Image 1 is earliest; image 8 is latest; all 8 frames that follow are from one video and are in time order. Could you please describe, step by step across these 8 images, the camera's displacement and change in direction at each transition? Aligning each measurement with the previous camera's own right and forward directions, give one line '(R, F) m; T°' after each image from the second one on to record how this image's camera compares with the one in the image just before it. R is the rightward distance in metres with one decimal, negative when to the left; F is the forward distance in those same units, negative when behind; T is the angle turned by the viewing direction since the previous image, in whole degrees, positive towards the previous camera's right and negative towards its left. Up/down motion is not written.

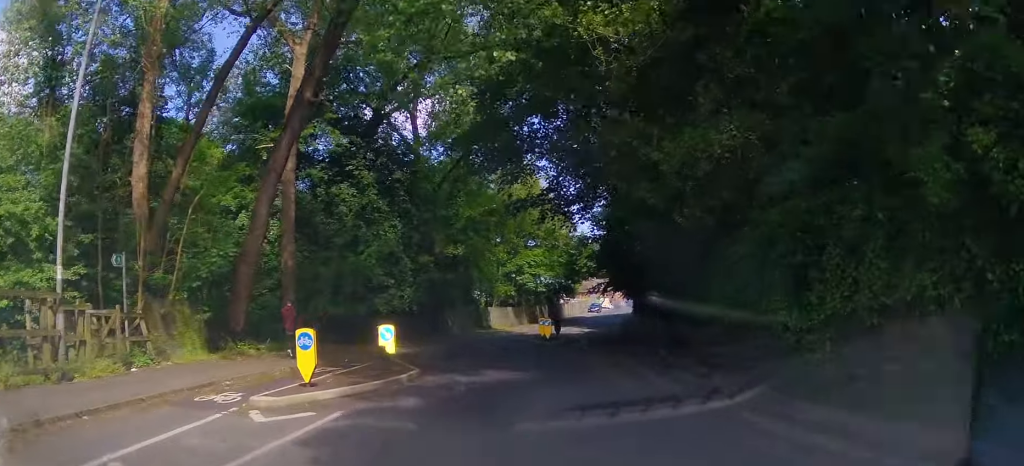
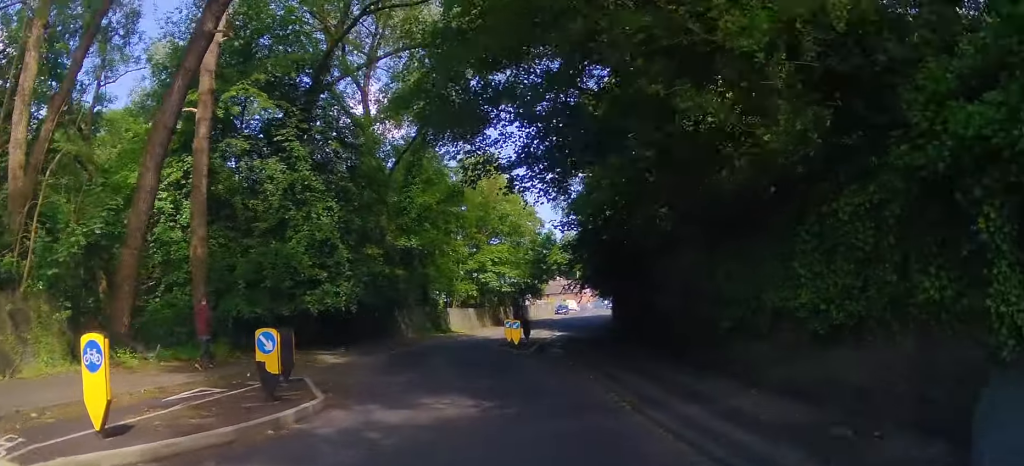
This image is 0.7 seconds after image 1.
(+0.3, +4.4) m; +4°
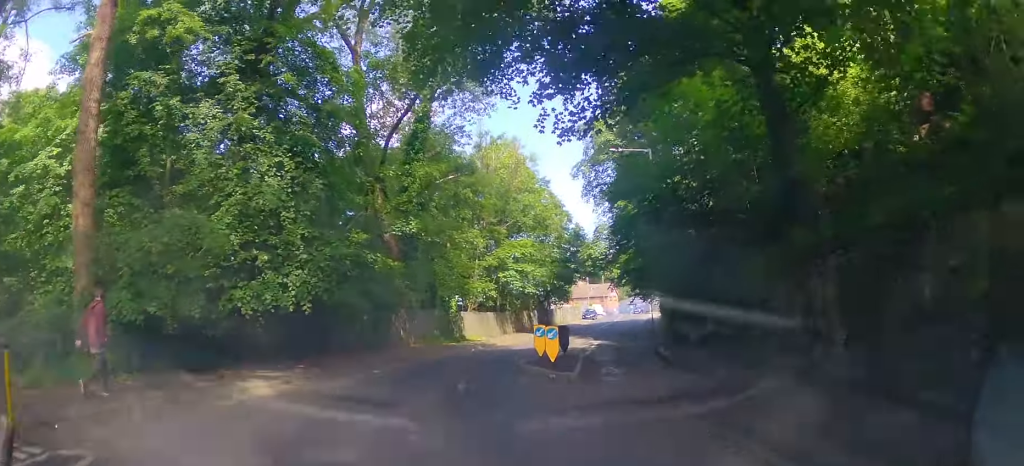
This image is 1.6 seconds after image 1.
(+0.1, +6.7) m; -3°
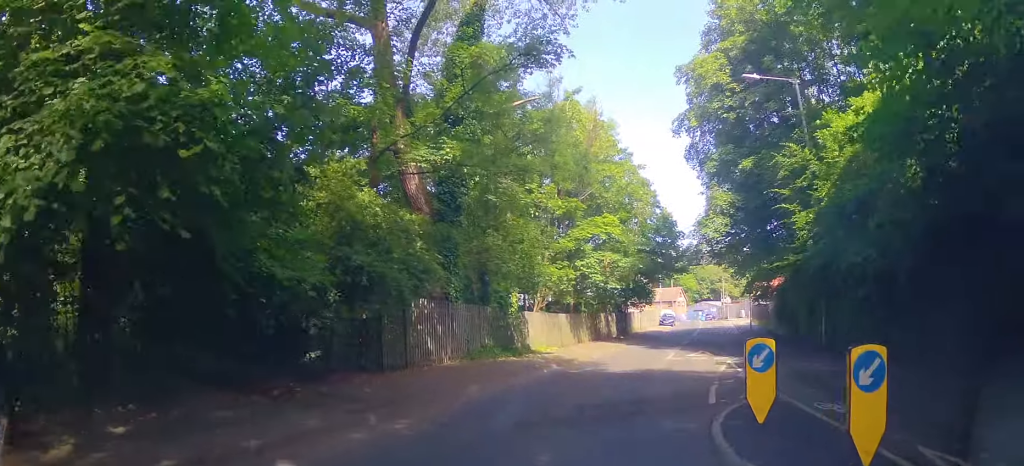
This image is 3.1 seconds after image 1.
(-0.7, +10.0) m; -1°
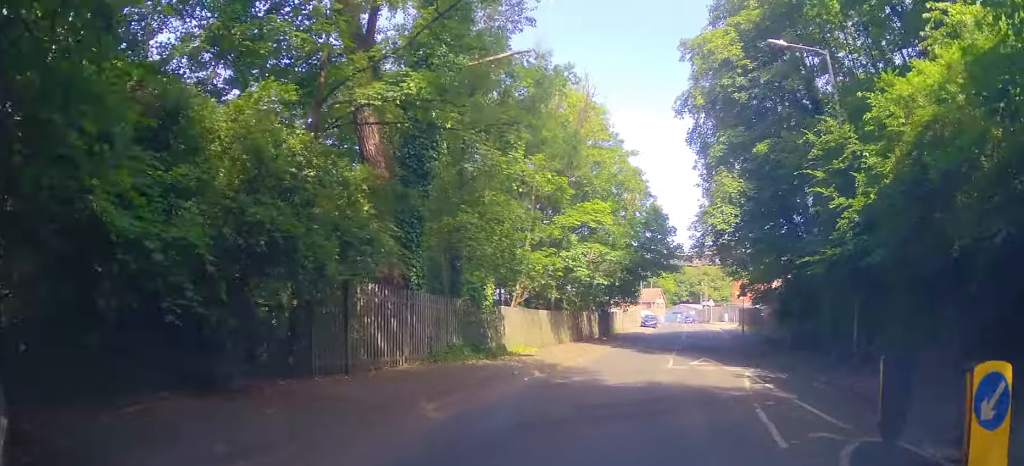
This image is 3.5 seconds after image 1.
(-0.1, +3.2) m; +2°
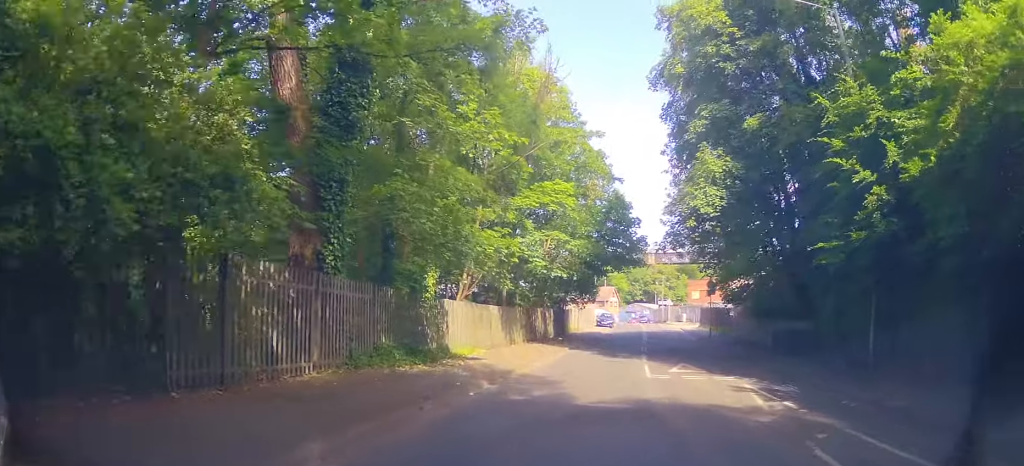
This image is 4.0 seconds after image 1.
(+0.2, +2.8) m; +2°
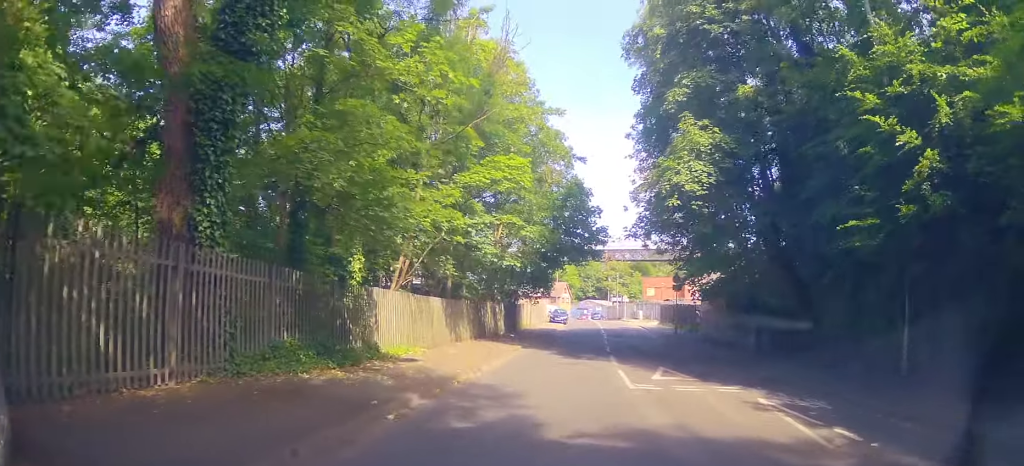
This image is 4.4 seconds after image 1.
(+0.1, +2.8) m; +2°
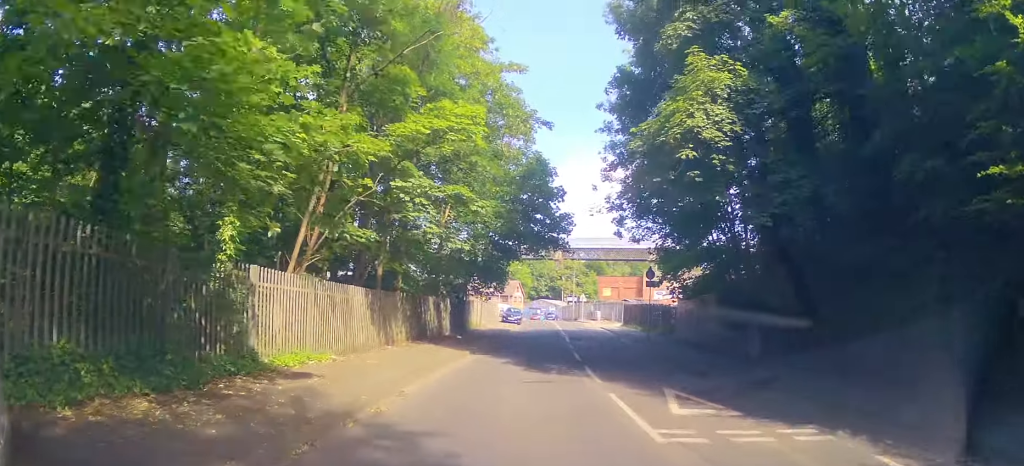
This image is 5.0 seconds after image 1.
(0.0, +4.1) m; 0°
